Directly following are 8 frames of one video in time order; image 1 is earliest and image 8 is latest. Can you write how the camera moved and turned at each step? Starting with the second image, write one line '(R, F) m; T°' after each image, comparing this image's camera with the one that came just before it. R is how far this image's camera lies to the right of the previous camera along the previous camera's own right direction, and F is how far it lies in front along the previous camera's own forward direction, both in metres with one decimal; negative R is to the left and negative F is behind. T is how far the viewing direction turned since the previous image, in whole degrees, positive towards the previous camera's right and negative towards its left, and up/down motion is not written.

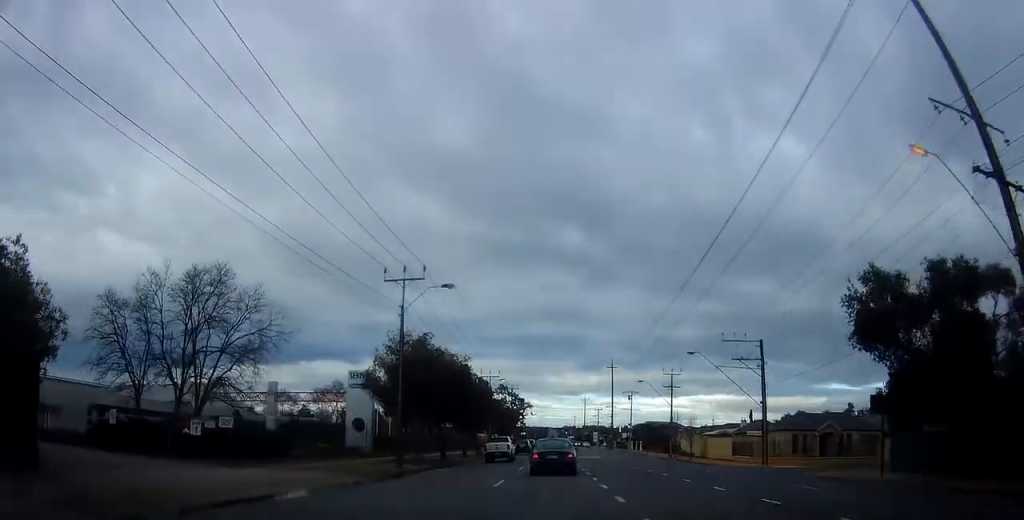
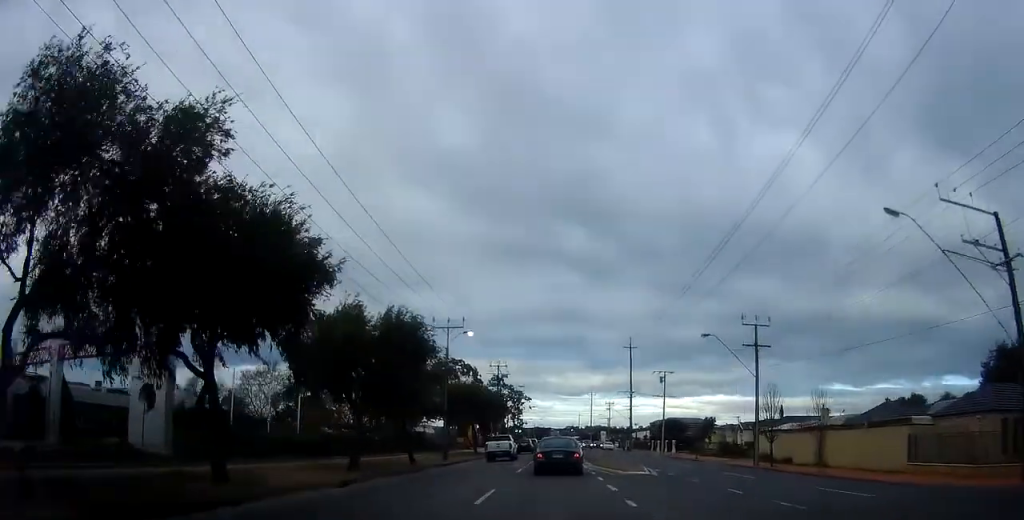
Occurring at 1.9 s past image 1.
(+0.9, +28.2) m; +1°
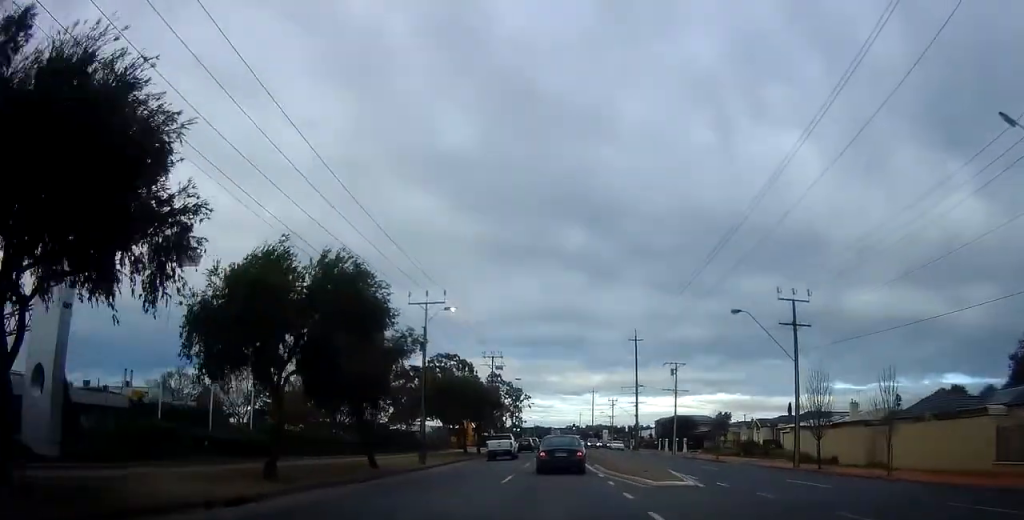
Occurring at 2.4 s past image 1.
(-0.2, +6.8) m; -1°
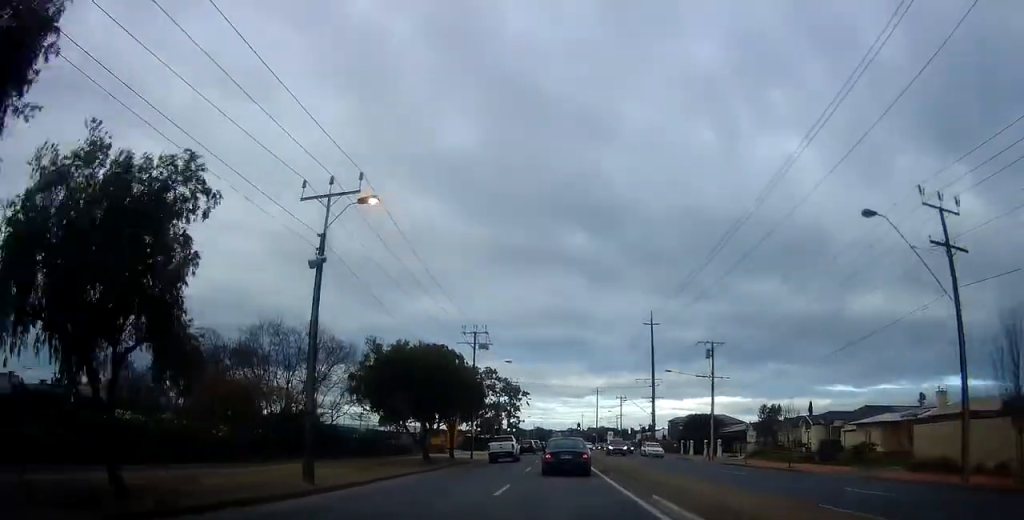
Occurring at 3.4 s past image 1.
(-0.3, +15.2) m; +1°
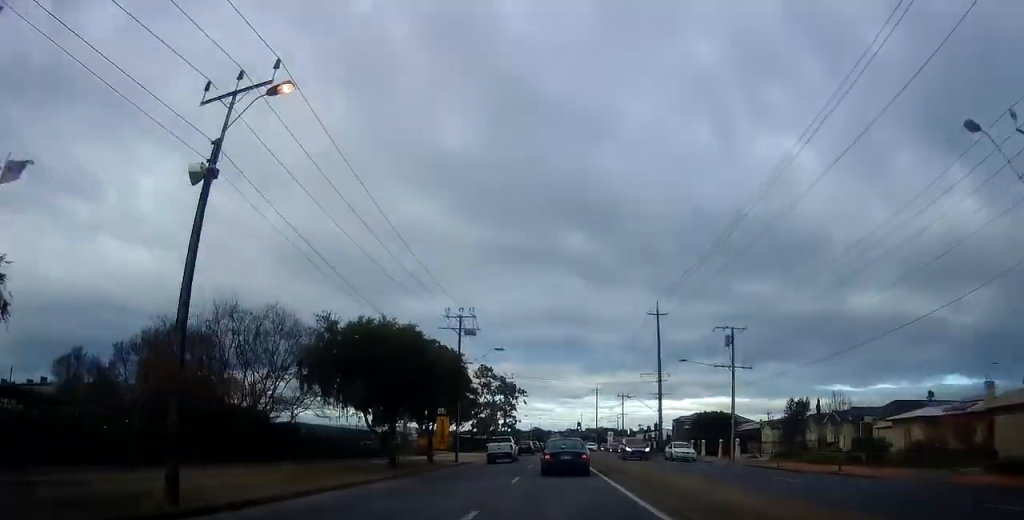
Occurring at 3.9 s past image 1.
(0.0, +6.6) m; +1°
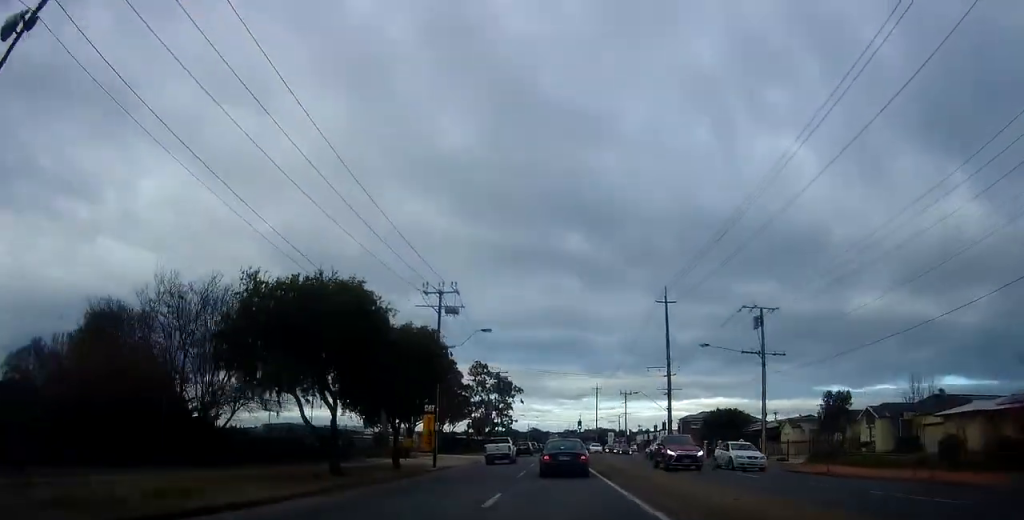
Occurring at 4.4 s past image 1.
(+0.3, +7.1) m; 0°
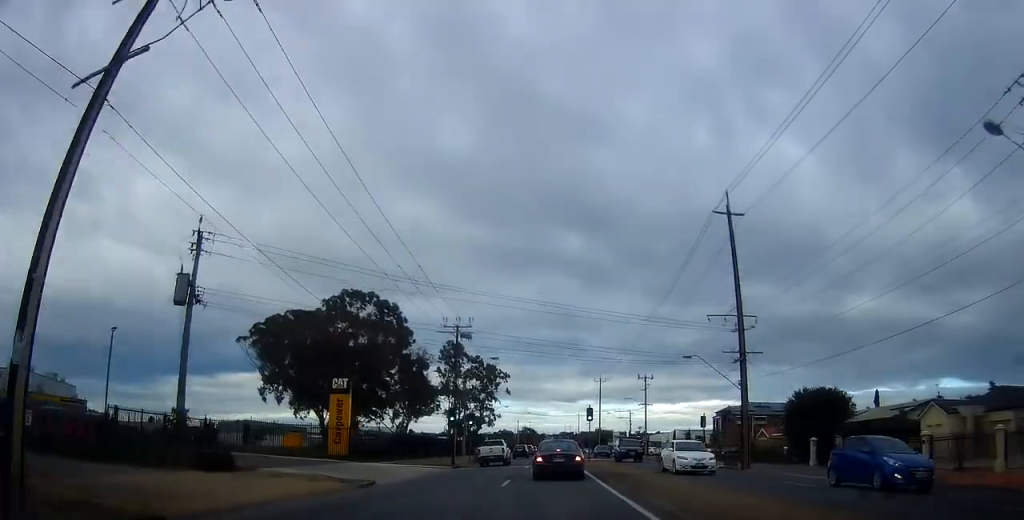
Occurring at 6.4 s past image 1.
(-0.7, +28.6) m; -1°
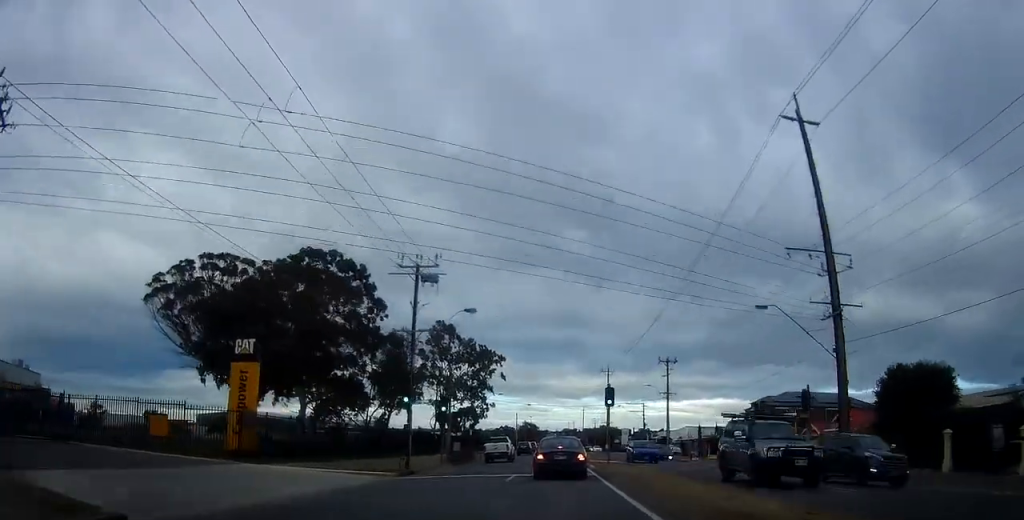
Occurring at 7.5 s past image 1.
(+0.4, +14.4) m; 0°
